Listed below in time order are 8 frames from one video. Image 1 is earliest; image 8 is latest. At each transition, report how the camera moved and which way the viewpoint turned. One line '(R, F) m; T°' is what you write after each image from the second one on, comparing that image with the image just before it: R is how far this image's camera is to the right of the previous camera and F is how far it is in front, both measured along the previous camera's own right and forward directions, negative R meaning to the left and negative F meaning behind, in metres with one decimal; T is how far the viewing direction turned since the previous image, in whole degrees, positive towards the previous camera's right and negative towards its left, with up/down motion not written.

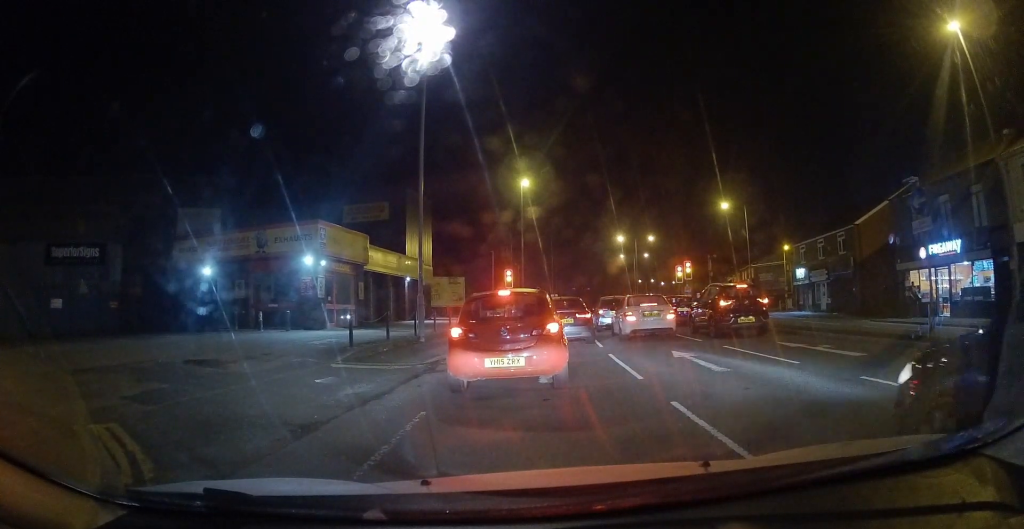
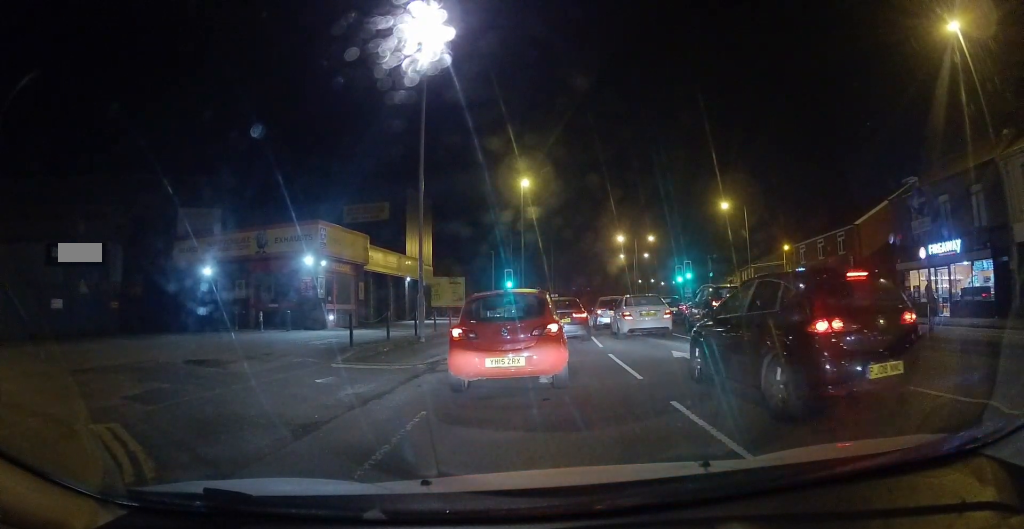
(0.0, 0.0) m; 0°
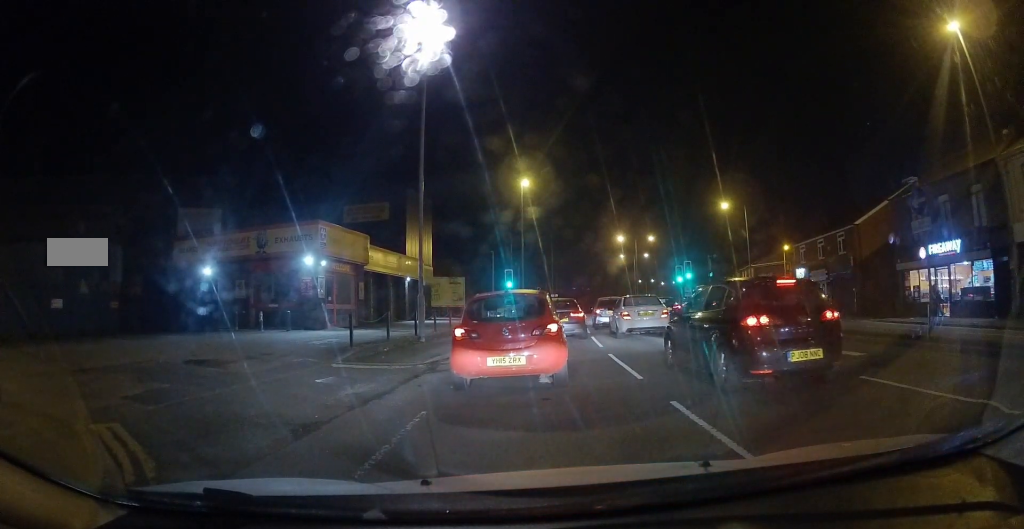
(0.0, 0.0) m; 0°
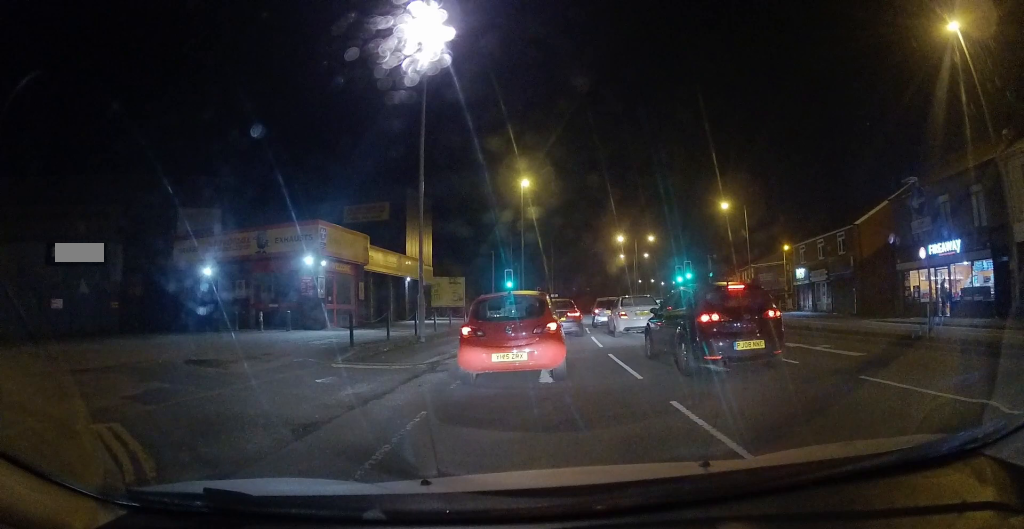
(0.0, 0.0) m; 0°
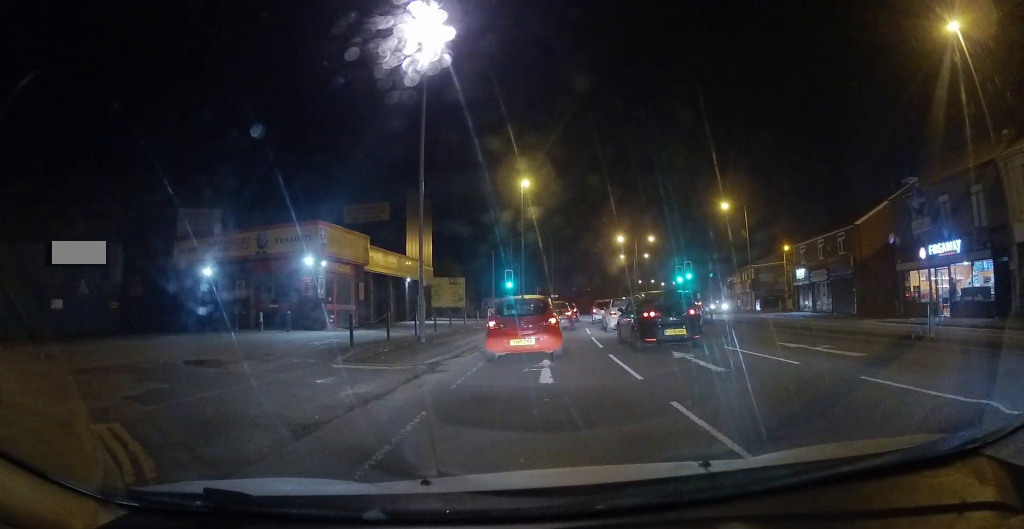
(0.0, 0.0) m; 0°
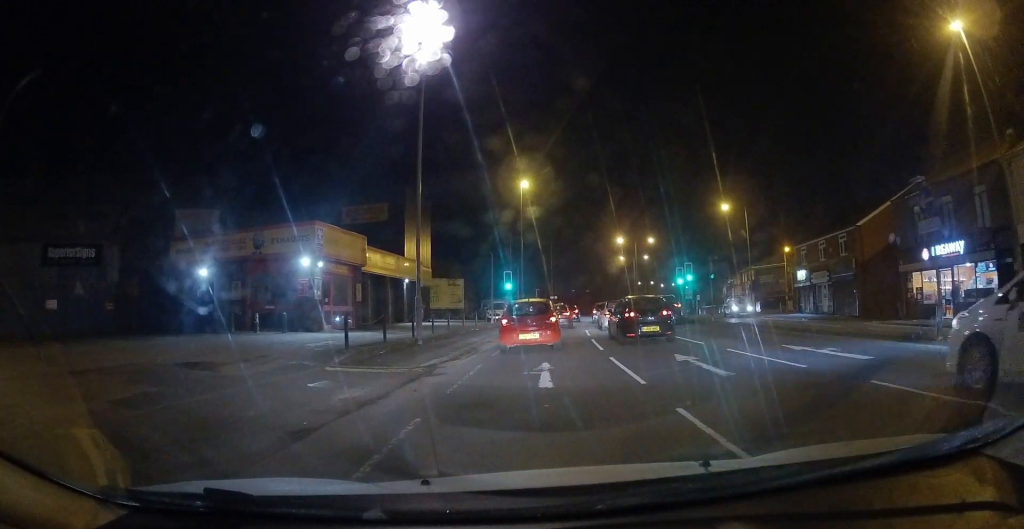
(0.0, +0.2) m; 0°
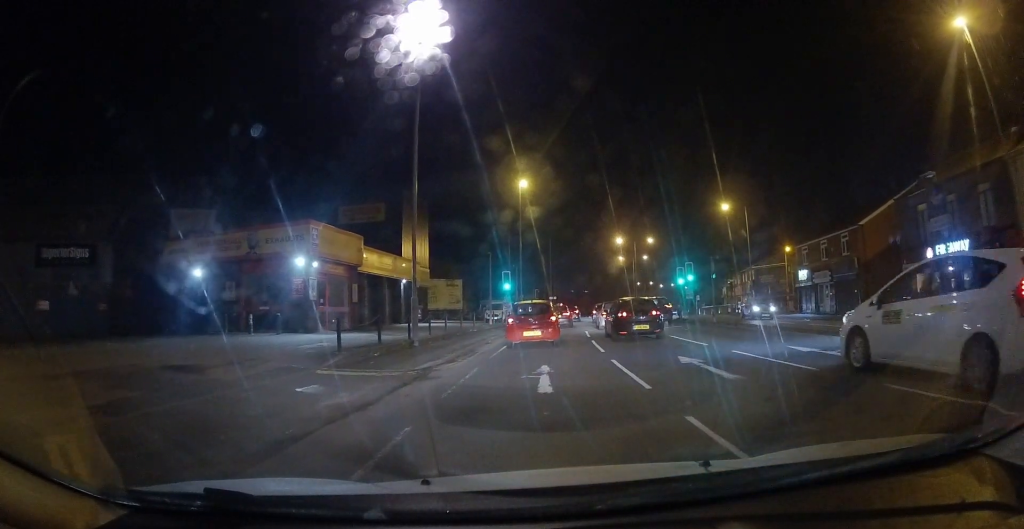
(0.0, +0.2) m; 0°
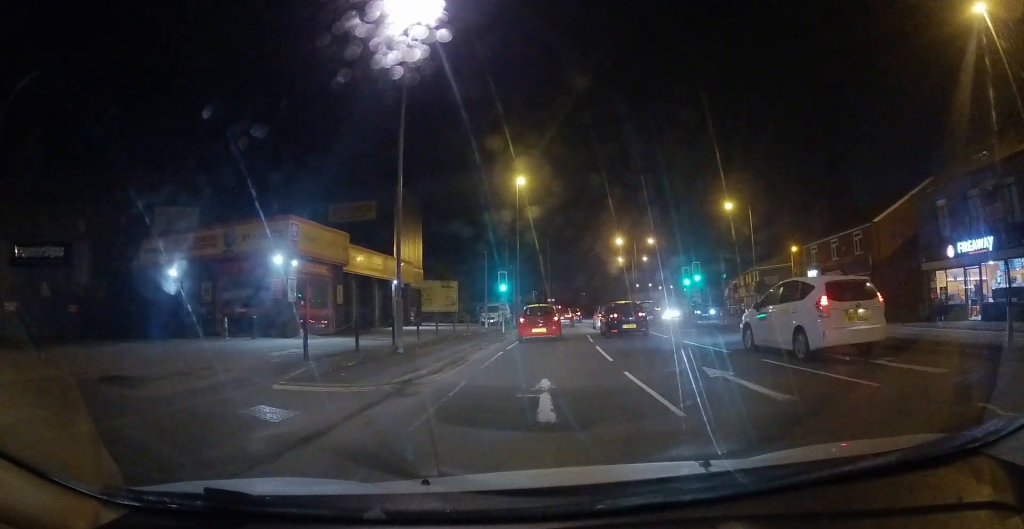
(-0.1, +0.5) m; 0°
